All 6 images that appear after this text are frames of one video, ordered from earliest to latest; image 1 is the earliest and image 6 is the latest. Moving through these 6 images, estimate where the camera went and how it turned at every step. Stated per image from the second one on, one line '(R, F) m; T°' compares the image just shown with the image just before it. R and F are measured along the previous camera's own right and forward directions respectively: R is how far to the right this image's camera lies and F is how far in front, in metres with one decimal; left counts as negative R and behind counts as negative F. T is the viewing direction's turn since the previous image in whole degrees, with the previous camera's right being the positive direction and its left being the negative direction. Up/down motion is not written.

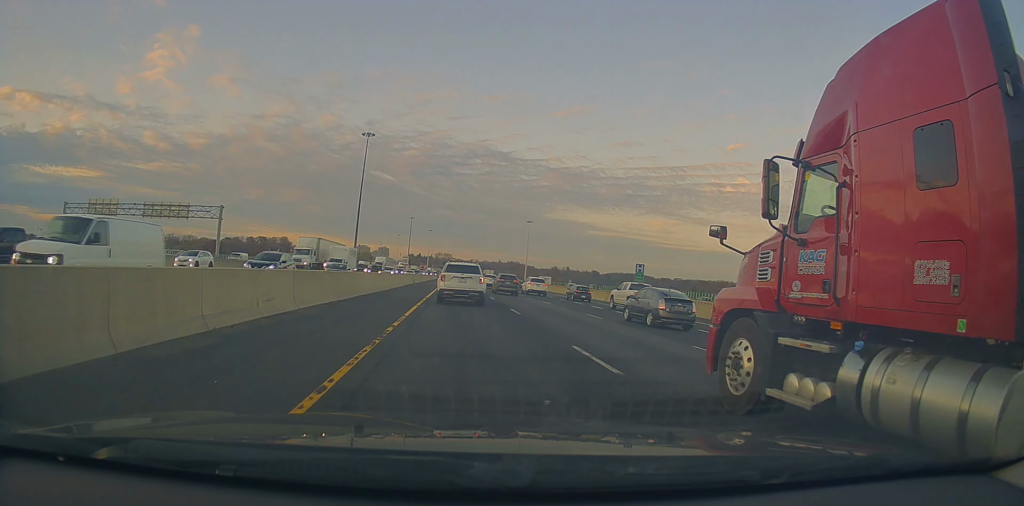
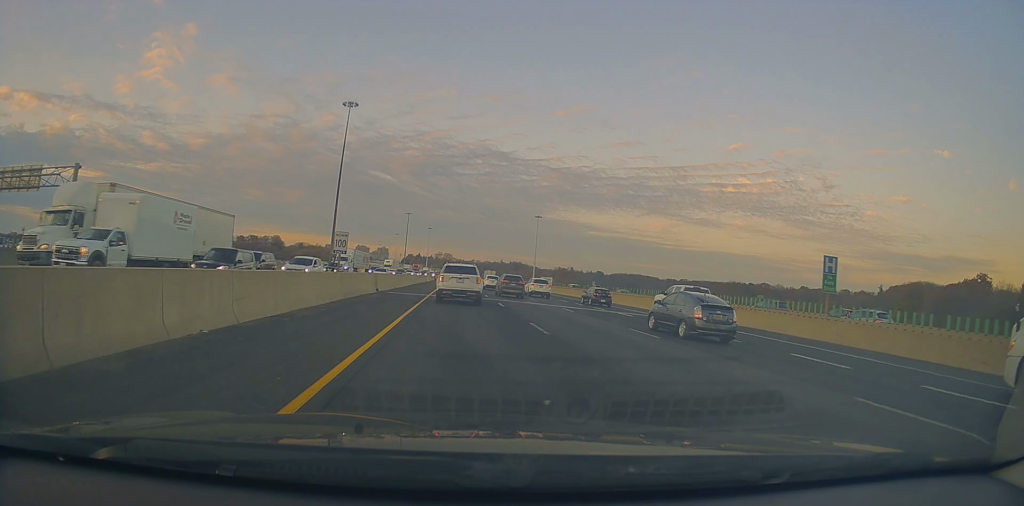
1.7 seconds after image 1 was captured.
(-1.1, +30.7) m; -2°
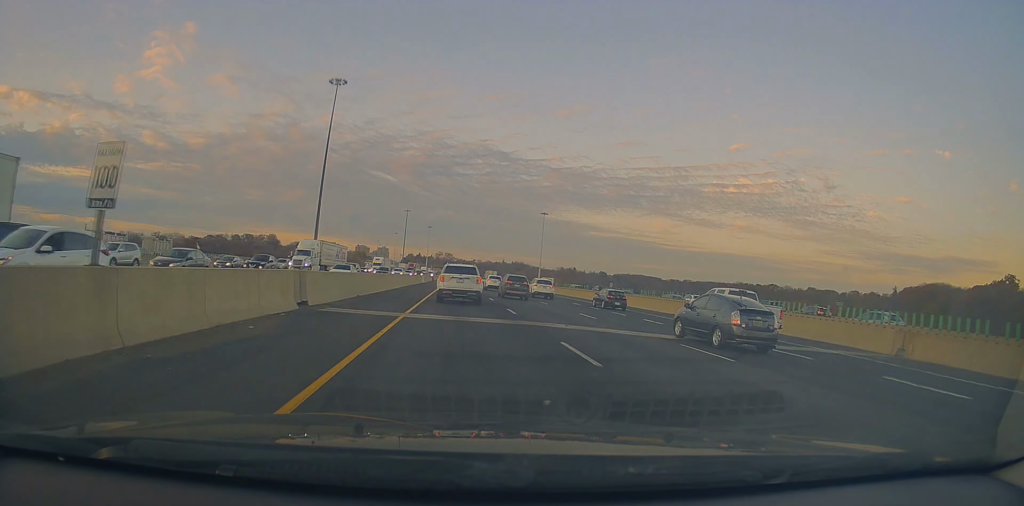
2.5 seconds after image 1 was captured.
(+0.2, +16.6) m; +1°
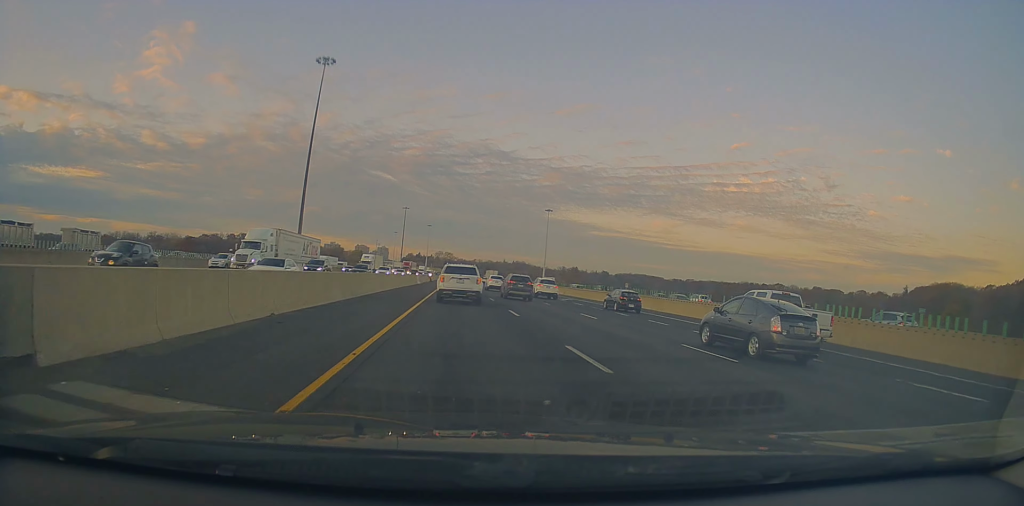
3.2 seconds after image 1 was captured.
(+0.2, +12.3) m; 0°
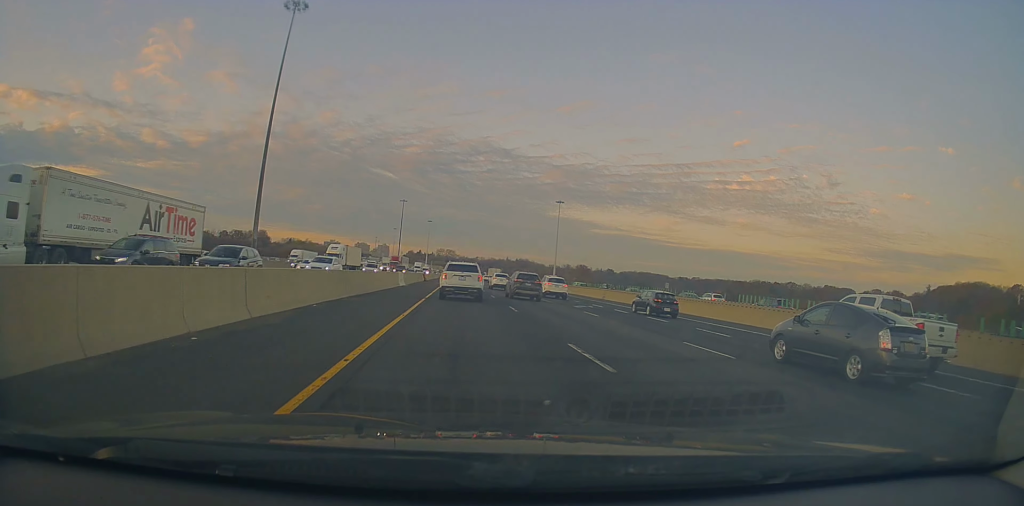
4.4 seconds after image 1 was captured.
(-0.4, +23.7) m; 0°
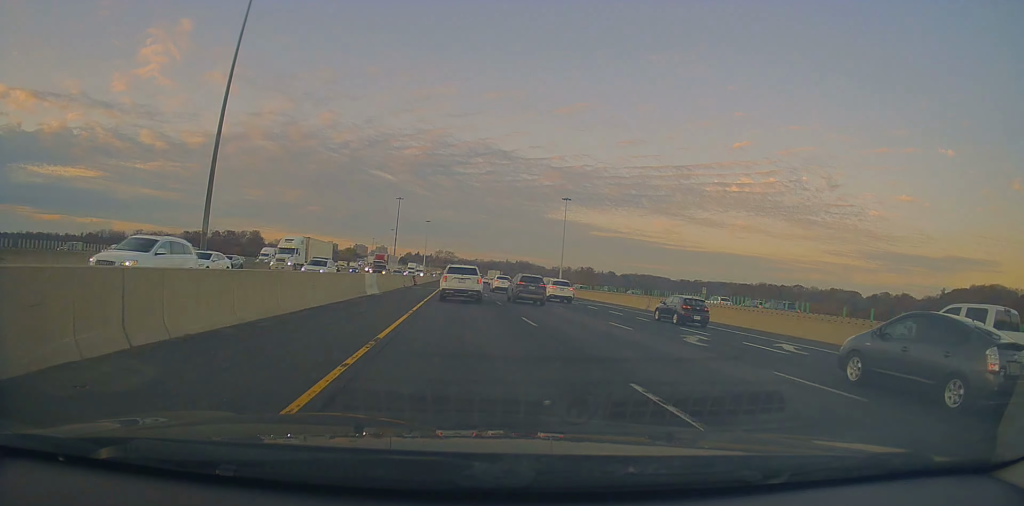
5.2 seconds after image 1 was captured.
(+0.2, +16.6) m; 0°
